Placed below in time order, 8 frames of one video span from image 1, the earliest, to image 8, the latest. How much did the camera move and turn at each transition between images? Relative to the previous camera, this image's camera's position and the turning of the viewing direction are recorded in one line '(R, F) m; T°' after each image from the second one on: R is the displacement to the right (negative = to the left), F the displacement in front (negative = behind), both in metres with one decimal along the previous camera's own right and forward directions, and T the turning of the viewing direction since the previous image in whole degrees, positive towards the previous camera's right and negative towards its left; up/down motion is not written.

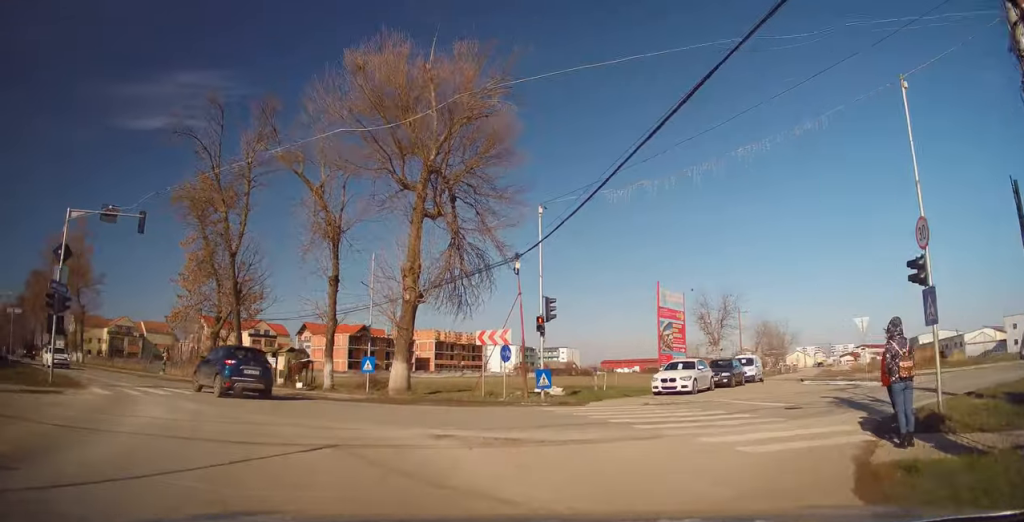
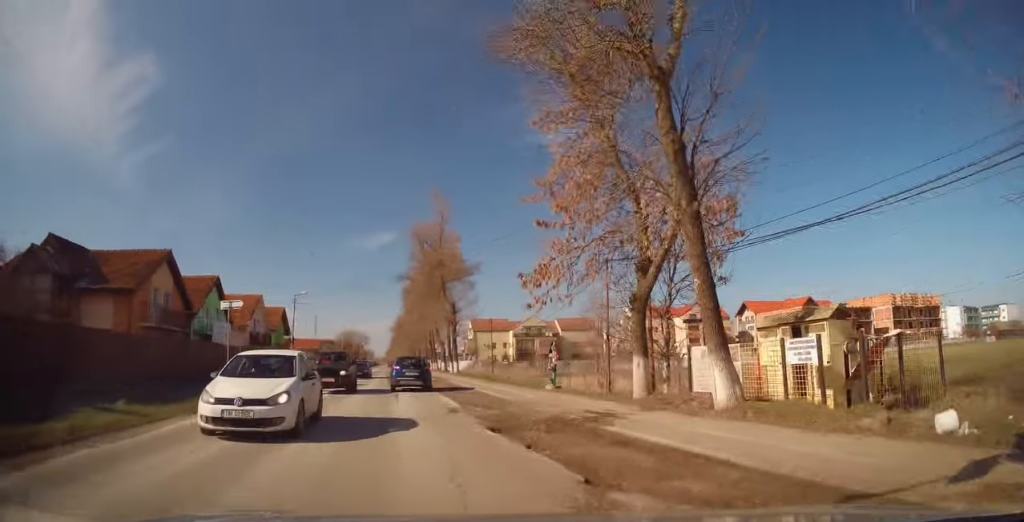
(-6.0, +17.8) m; -38°
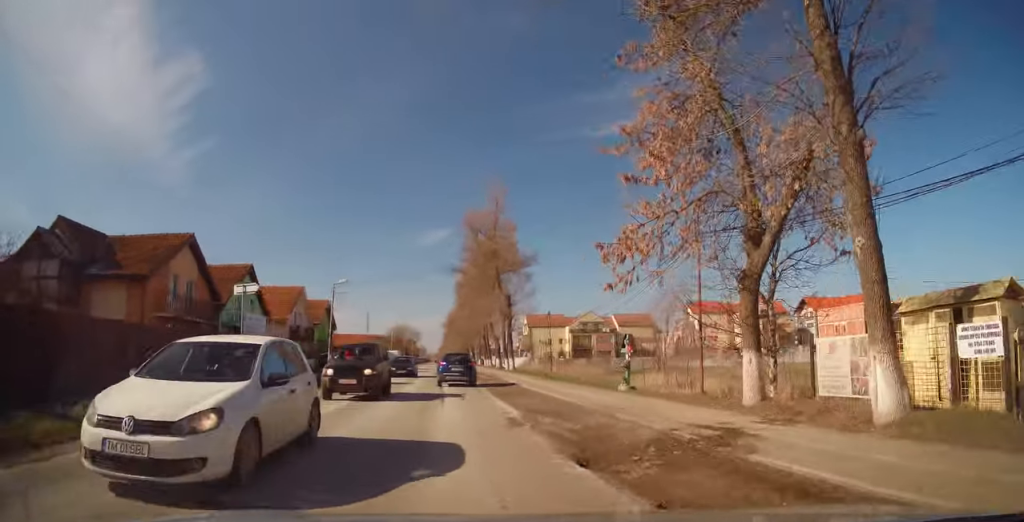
(-0.3, +3.3) m; -5°
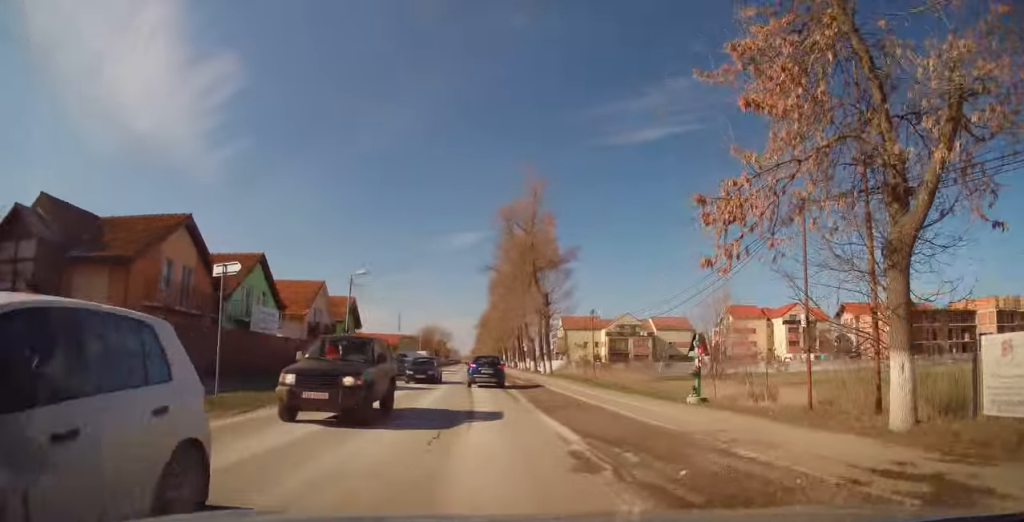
(-0.1, +3.6) m; -5°
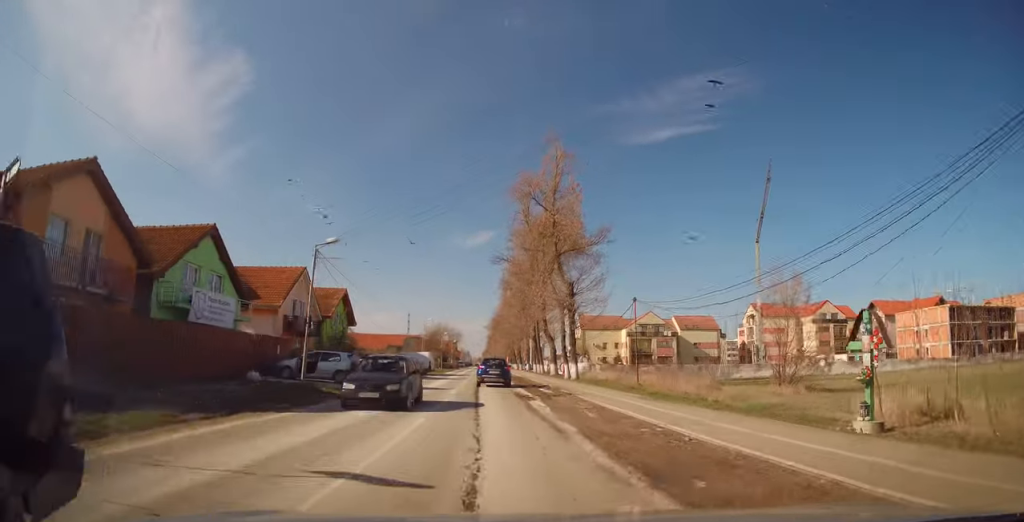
(-0.5, +8.1) m; -4°
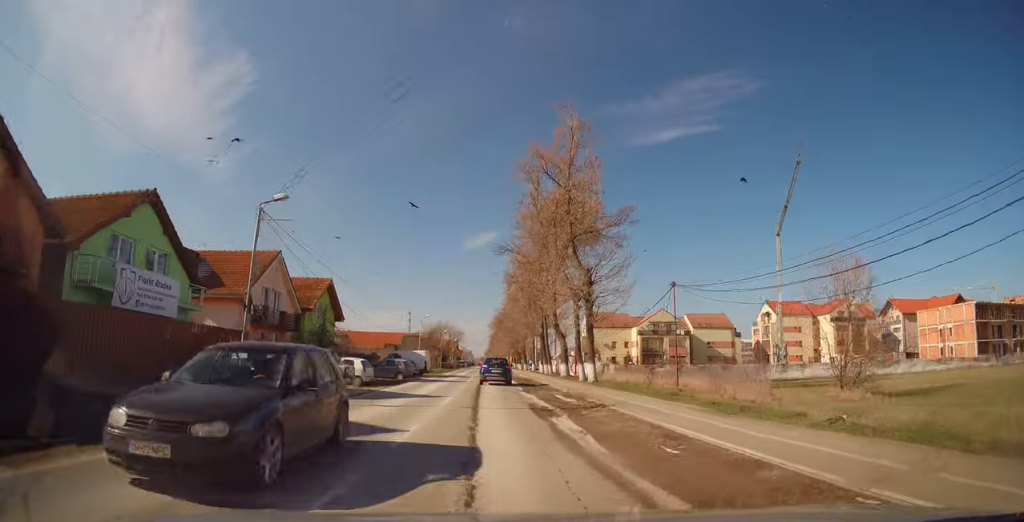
(-0.1, +5.9) m; -1°
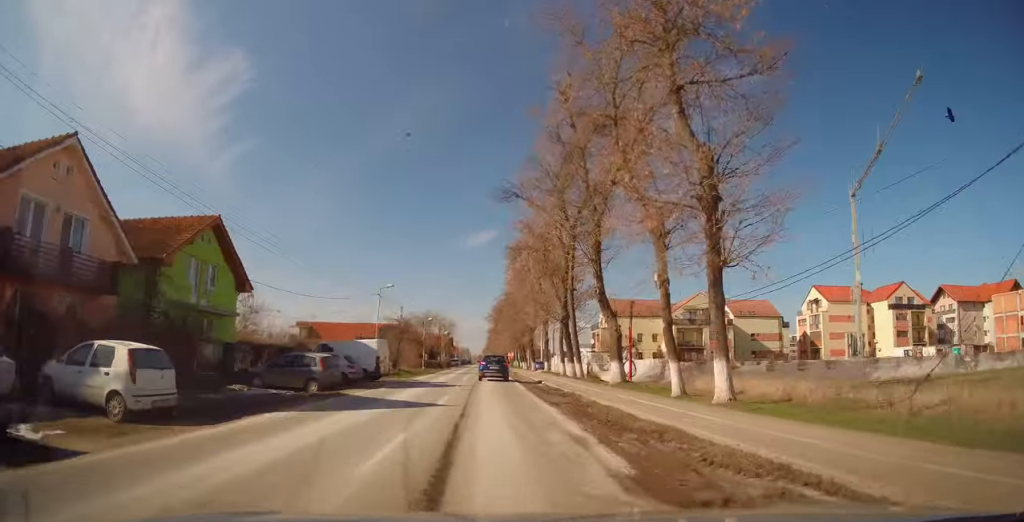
(+0.3, +18.4) m; +2°
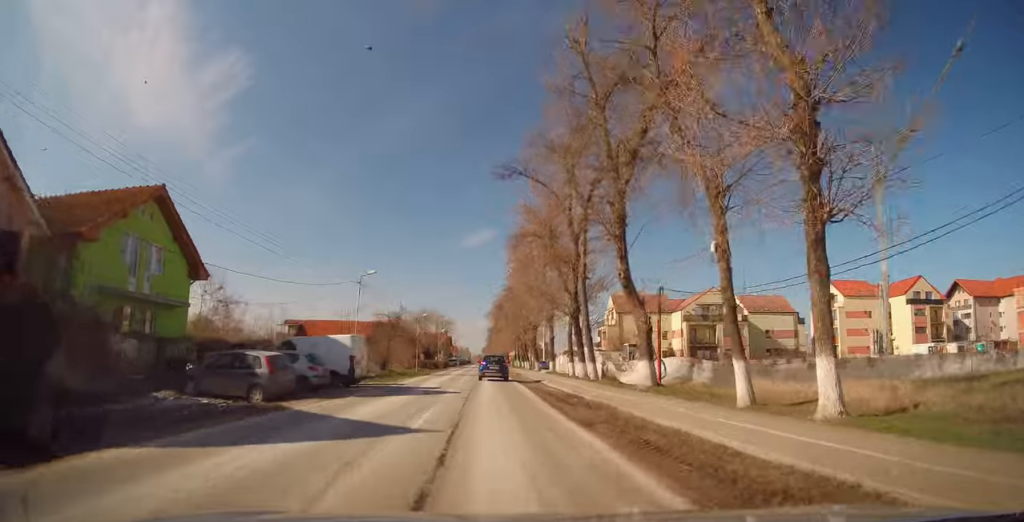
(+0.2, +4.7) m; 0°
